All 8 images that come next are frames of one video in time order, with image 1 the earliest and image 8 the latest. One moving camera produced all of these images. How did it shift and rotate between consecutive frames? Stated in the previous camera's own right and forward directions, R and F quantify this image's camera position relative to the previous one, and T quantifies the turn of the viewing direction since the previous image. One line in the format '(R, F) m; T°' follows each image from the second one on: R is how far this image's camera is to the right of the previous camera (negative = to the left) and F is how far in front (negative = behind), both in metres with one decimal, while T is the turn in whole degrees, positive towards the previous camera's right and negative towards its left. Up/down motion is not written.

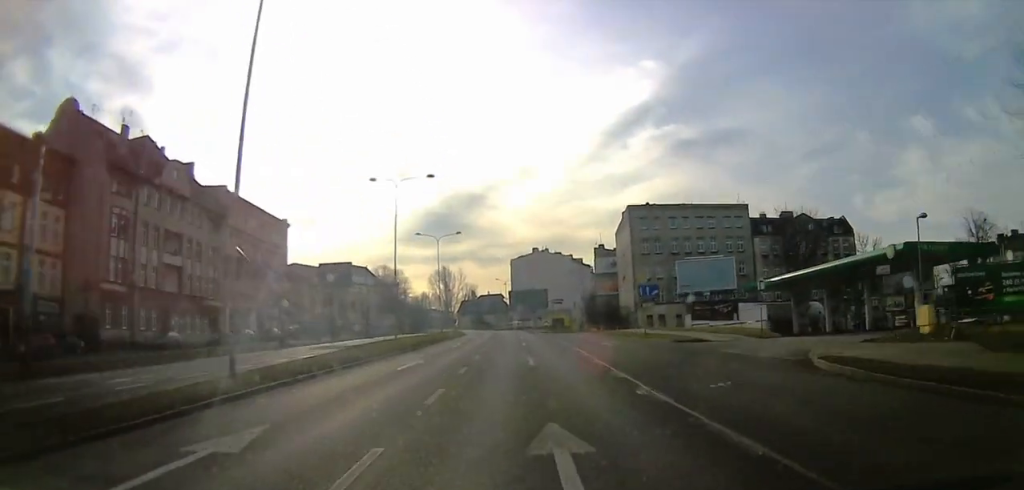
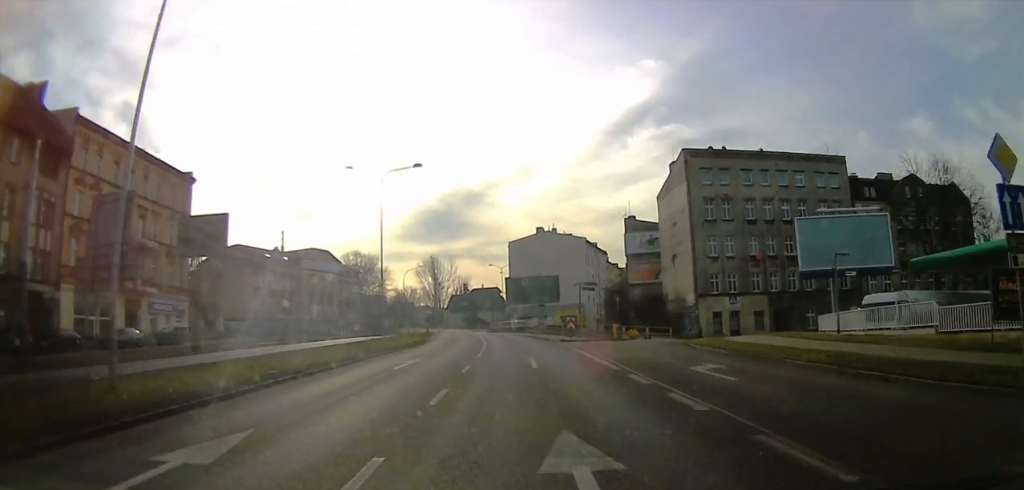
(+1.0, +31.2) m; 0°
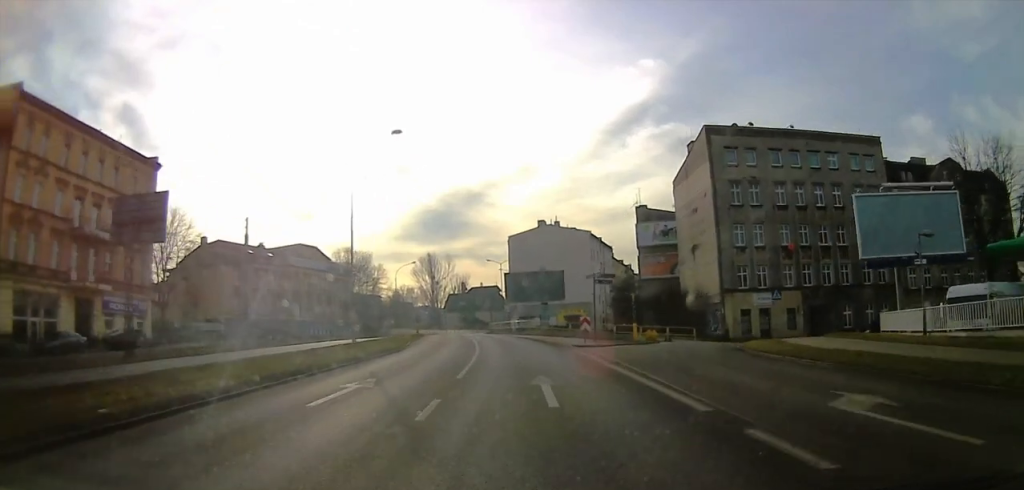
(-0.2, +7.6) m; 0°
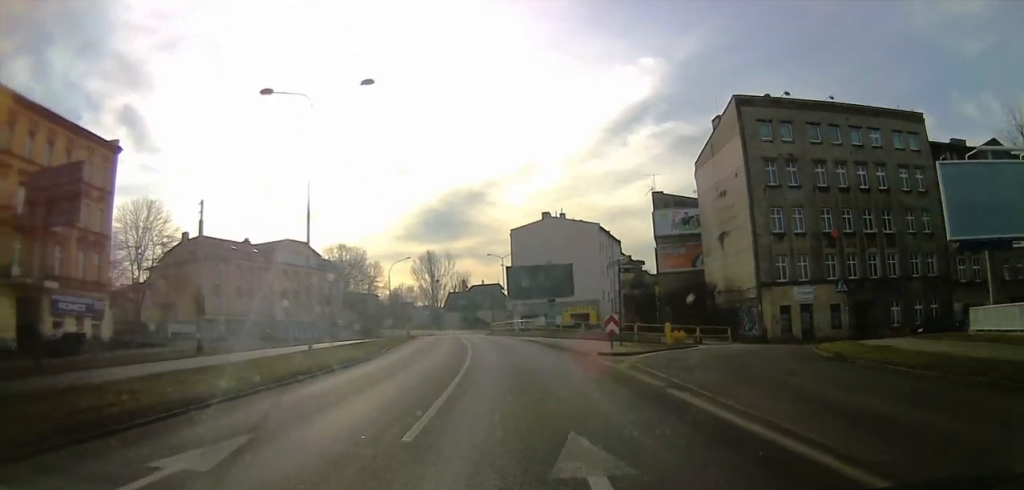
(-0.5, +7.6) m; +1°
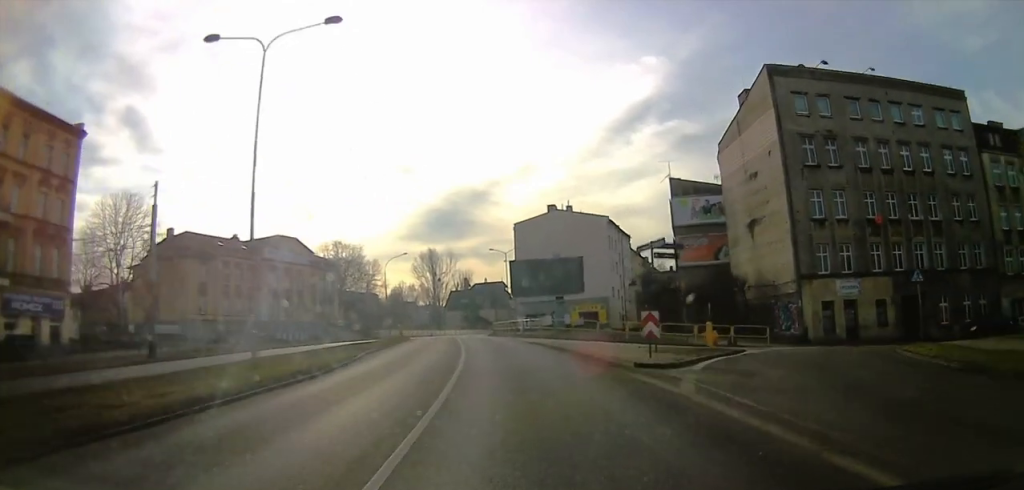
(+0.2, +6.1) m; 0°
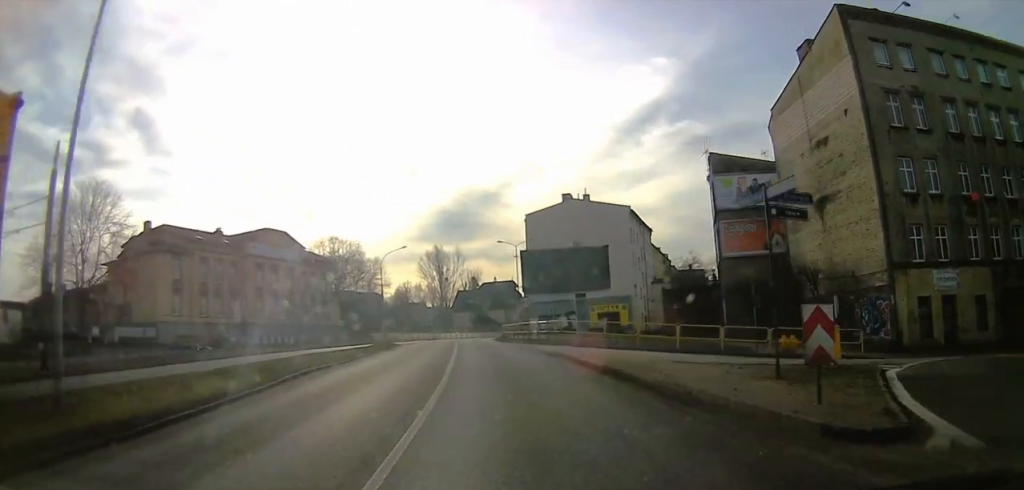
(+0.9, +9.8) m; 0°
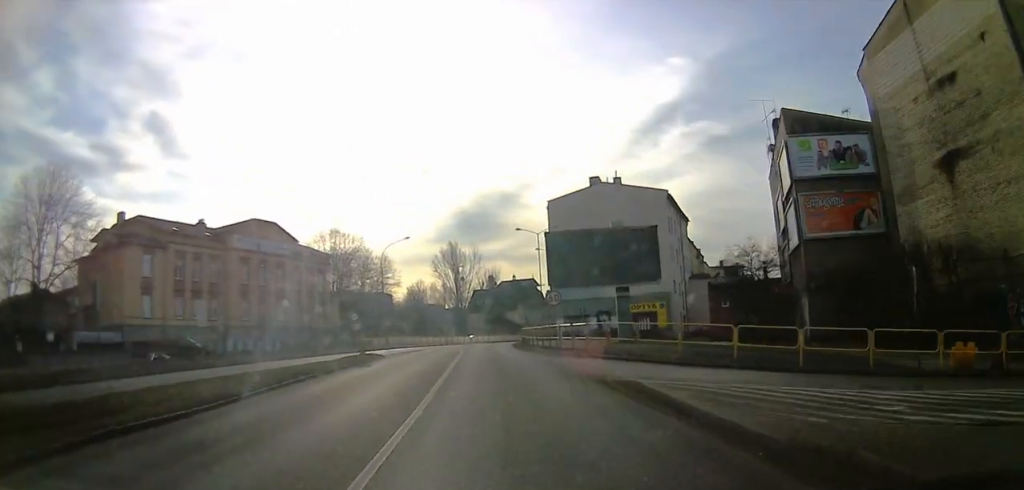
(-0.7, +11.4) m; 0°
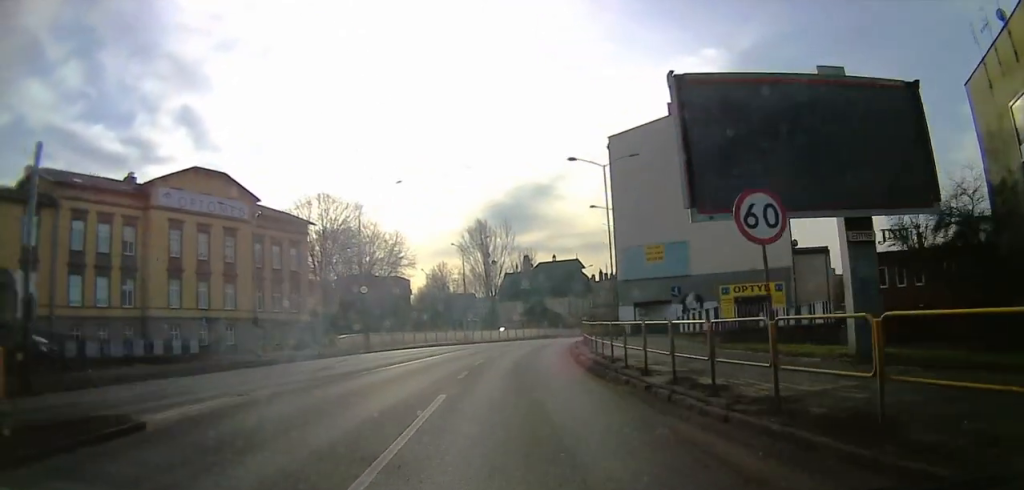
(+0.9, +25.0) m; +1°
